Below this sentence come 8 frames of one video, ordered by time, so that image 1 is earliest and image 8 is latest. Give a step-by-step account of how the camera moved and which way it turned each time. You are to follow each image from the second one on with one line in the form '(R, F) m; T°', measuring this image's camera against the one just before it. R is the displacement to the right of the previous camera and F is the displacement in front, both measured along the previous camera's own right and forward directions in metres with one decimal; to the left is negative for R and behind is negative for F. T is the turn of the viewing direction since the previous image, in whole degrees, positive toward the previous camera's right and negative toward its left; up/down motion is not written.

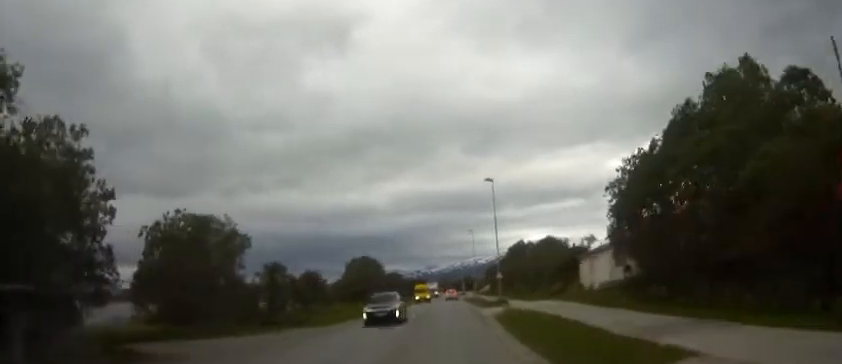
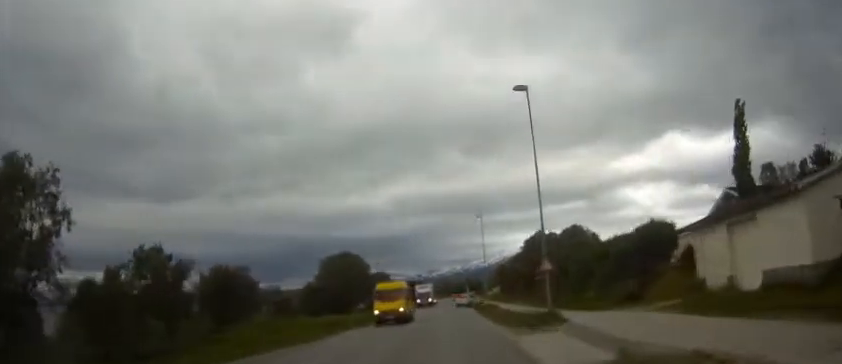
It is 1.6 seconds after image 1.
(0.0, +23.2) m; +1°
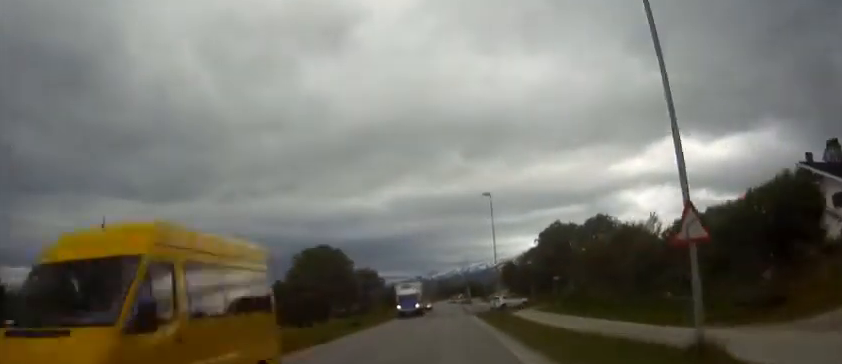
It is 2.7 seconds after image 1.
(+0.1, +16.0) m; 0°
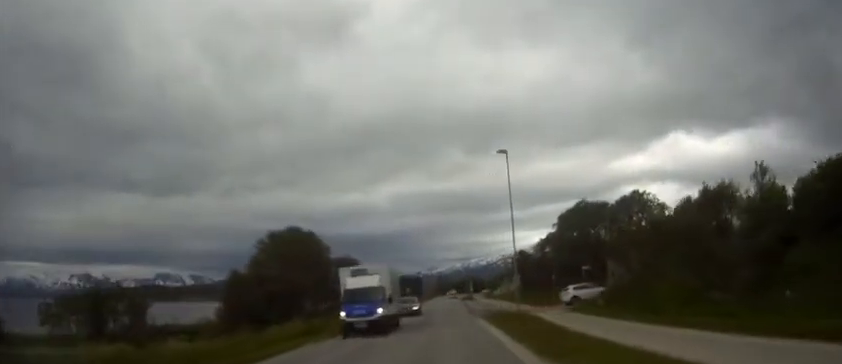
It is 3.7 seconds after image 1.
(-0.1, +14.9) m; 0°
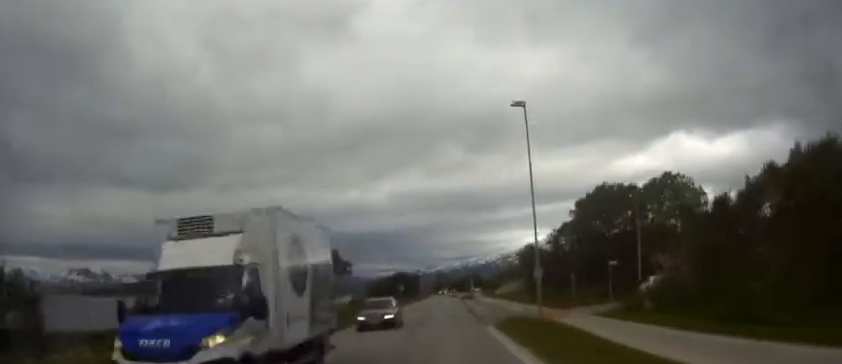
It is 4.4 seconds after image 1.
(0.0, +9.6) m; 0°
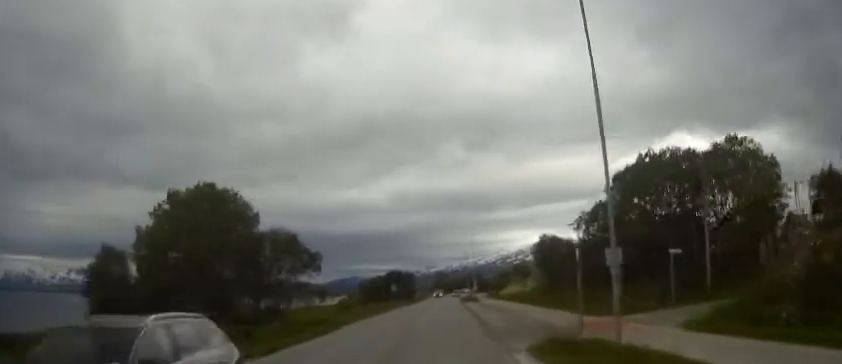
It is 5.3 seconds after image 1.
(+0.1, +13.0) m; 0°
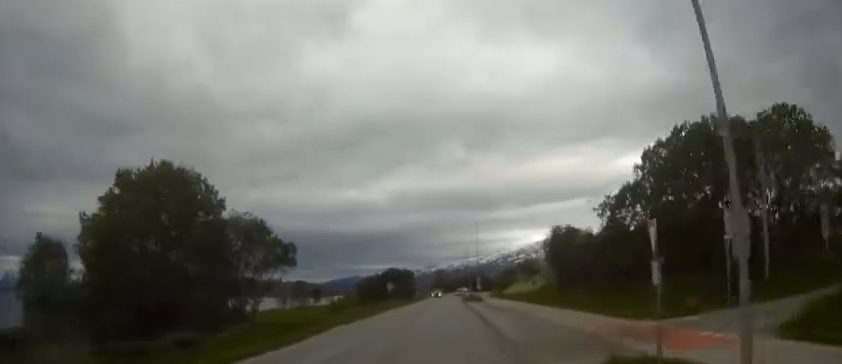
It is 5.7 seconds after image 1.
(0.0, +6.8) m; 0°
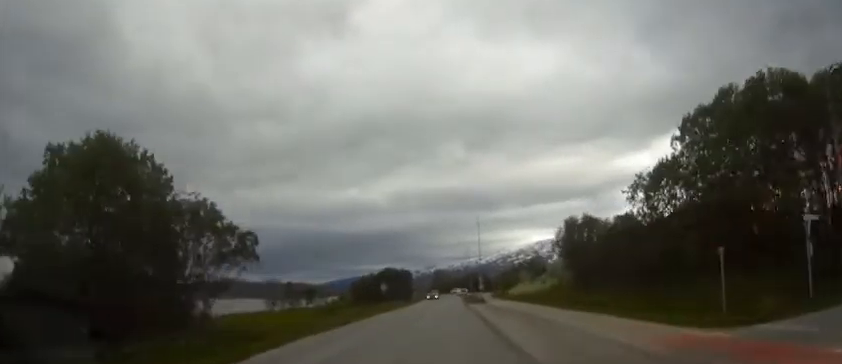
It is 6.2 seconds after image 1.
(0.0, +6.8) m; 0°
